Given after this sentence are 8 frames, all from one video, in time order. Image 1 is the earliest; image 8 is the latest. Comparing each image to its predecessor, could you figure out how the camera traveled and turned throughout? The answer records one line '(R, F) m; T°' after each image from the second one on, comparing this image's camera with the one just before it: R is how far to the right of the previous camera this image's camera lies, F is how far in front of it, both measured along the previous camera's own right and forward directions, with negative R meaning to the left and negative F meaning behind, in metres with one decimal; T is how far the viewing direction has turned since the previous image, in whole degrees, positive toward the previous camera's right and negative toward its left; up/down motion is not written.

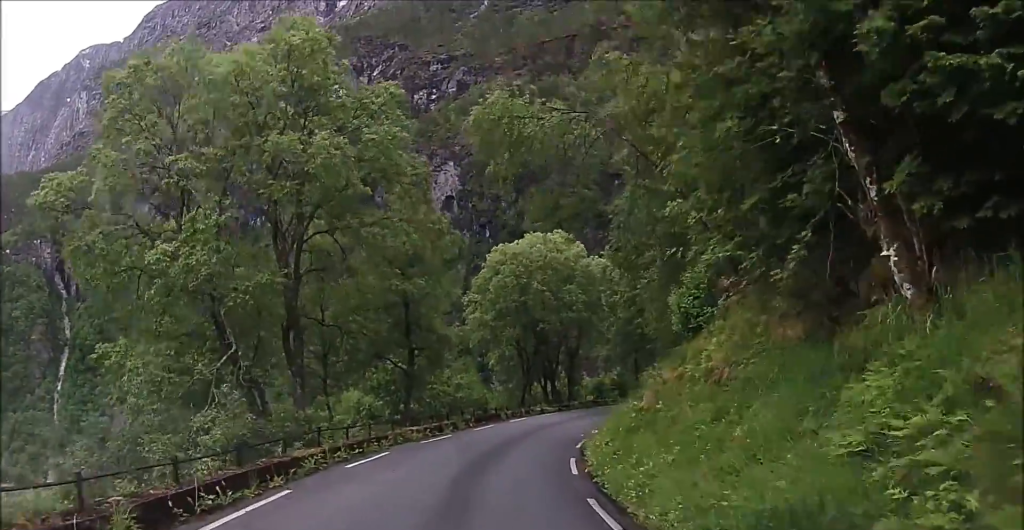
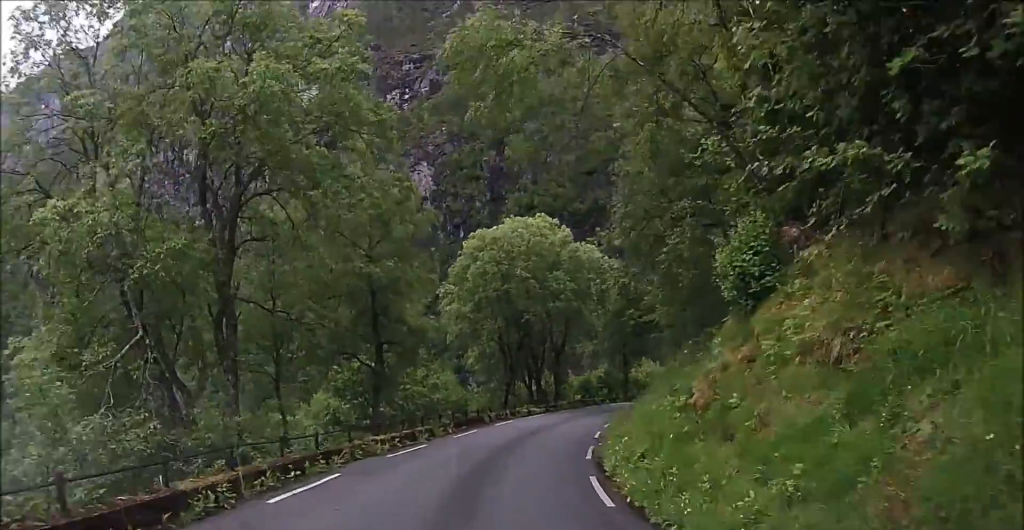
(+0.1, +3.8) m; +2°
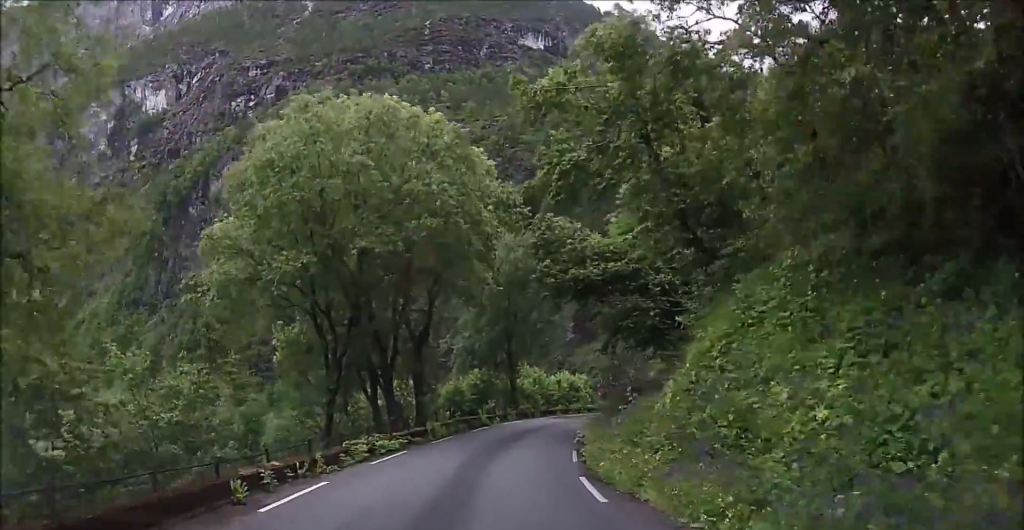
(+2.5, +16.6) m; +12°
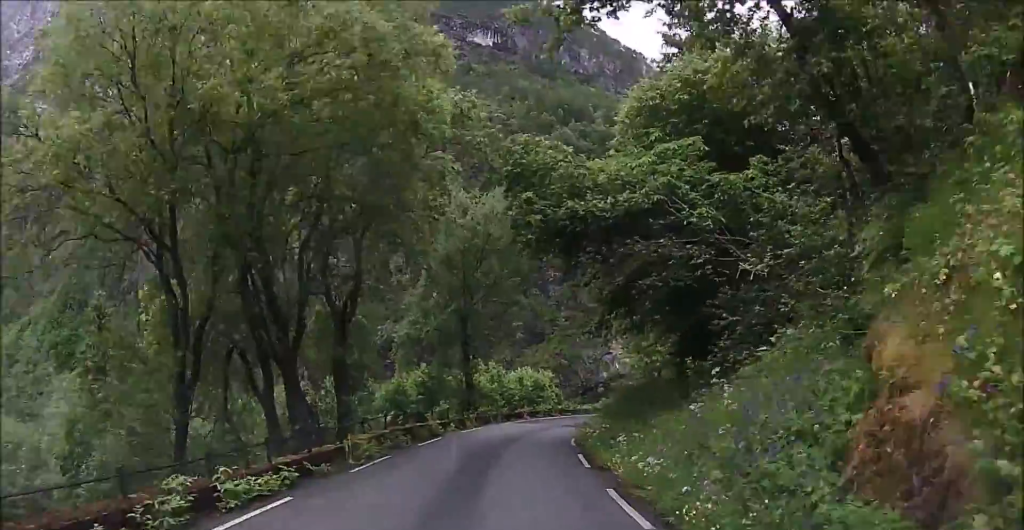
(-0.5, +8.5) m; -1°
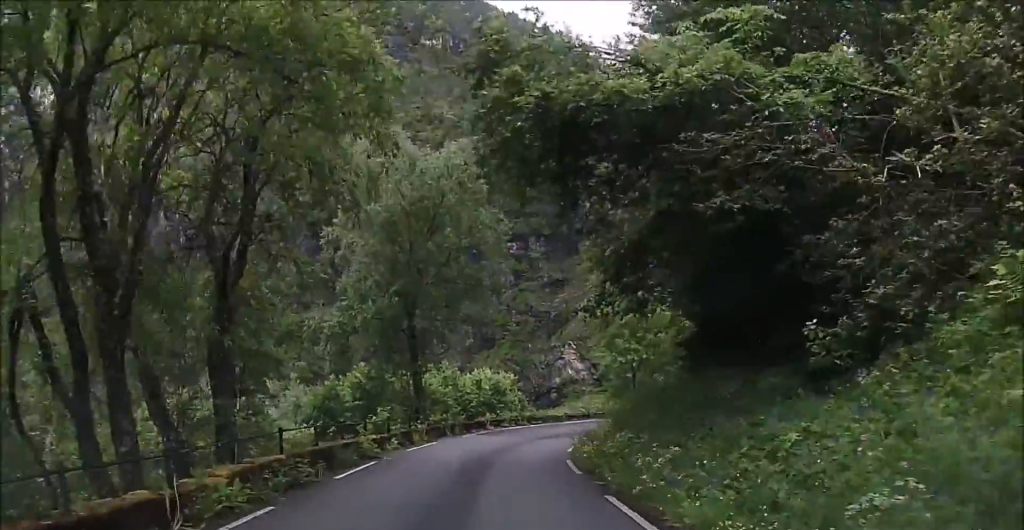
(+0.3, +6.8) m; +3°
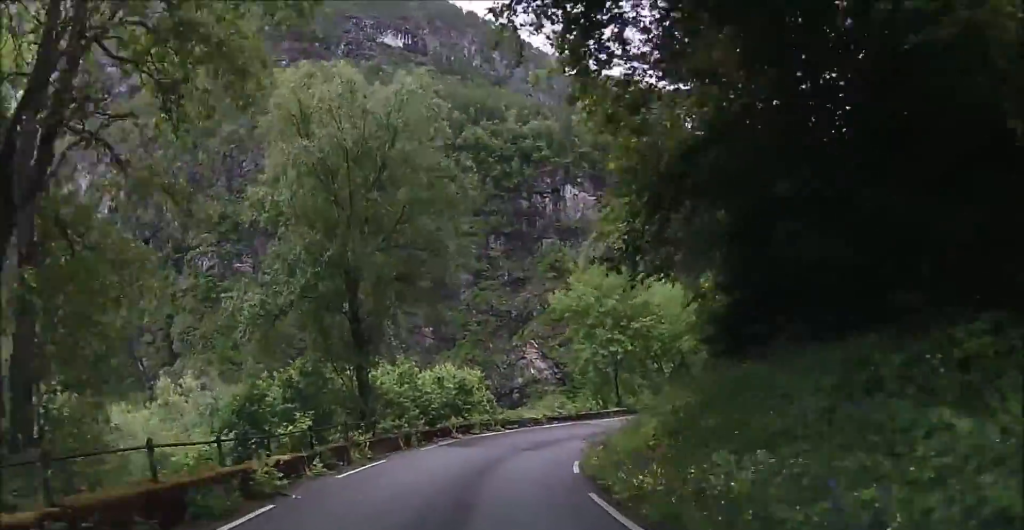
(+0.1, +6.0) m; +3°
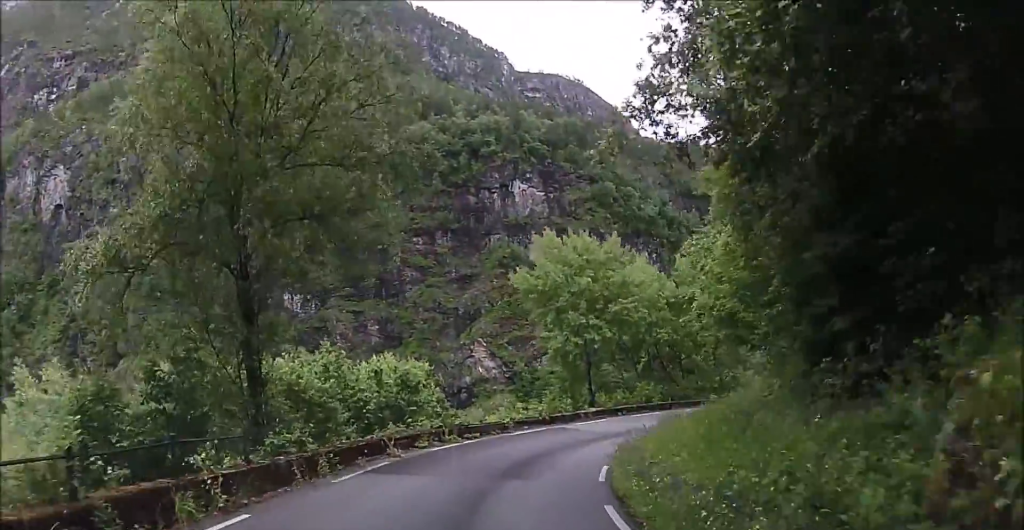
(+0.2, +7.4) m; +5°
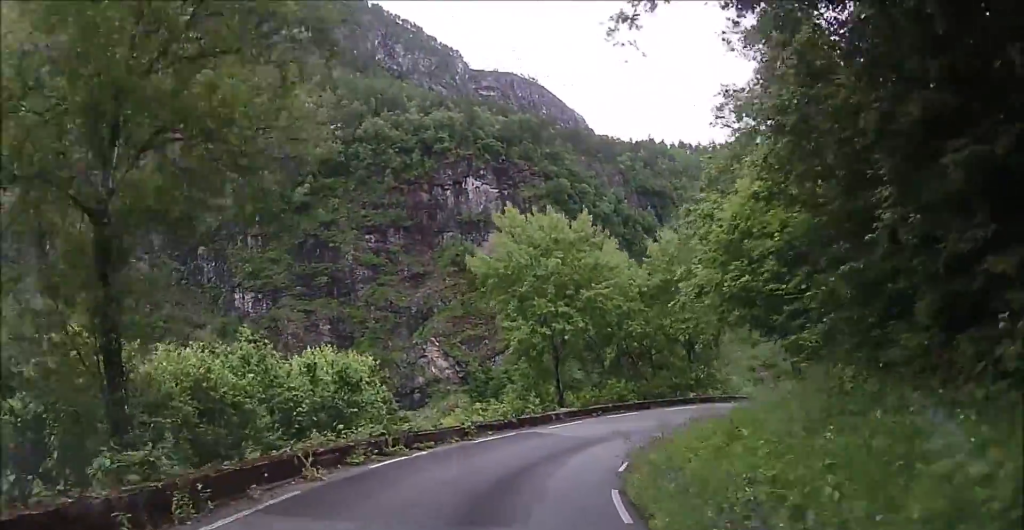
(+0.1, +5.0) m; +5°
